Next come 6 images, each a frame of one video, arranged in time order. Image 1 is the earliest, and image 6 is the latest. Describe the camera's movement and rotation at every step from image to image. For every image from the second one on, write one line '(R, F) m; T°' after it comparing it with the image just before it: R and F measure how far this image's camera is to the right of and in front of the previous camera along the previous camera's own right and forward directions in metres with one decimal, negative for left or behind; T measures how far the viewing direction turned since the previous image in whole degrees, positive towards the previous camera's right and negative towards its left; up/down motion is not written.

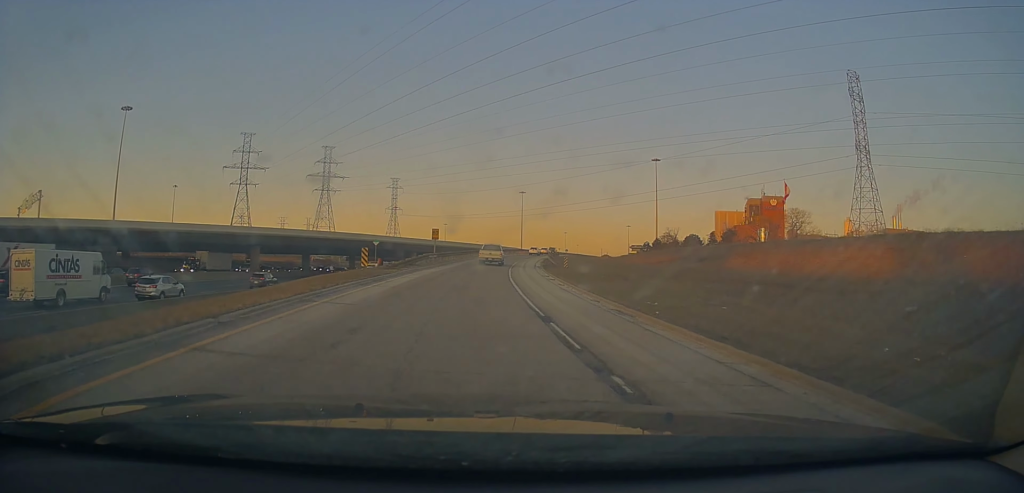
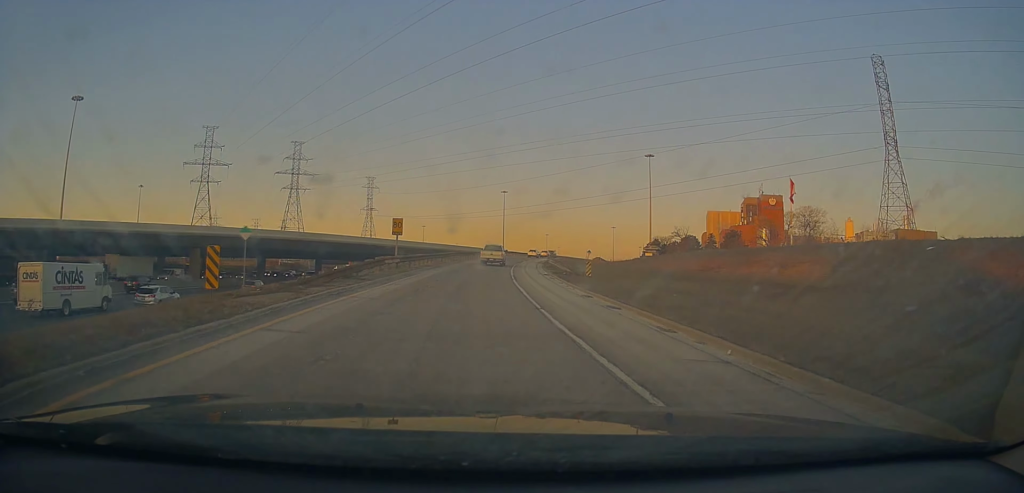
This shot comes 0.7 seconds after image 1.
(+0.6, +16.5) m; +3°
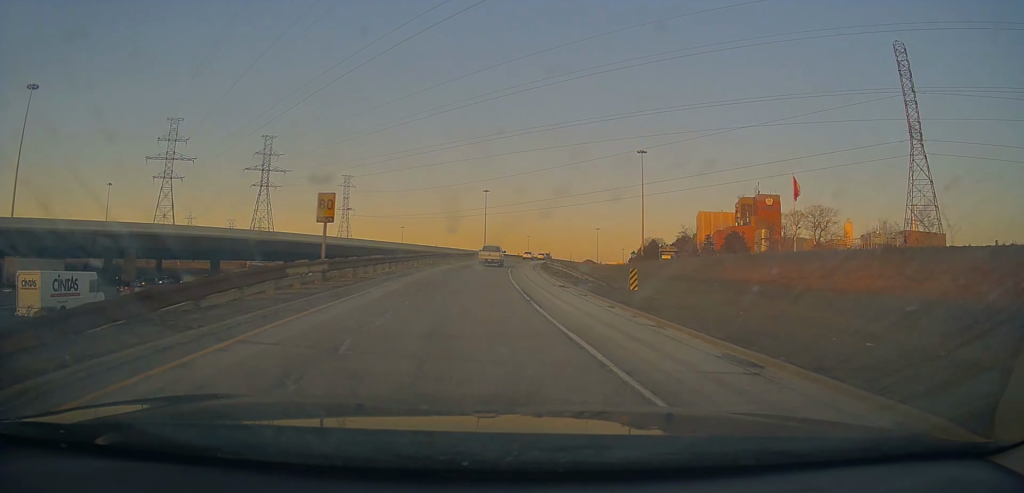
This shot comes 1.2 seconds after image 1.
(+0.2, +13.1) m; +1°
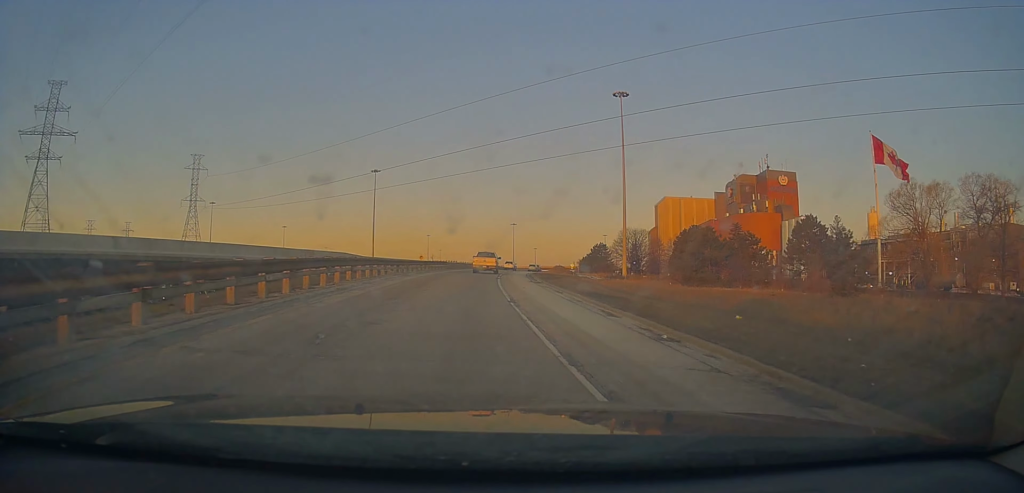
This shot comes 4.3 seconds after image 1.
(+6.1, +76.4) m; +10°
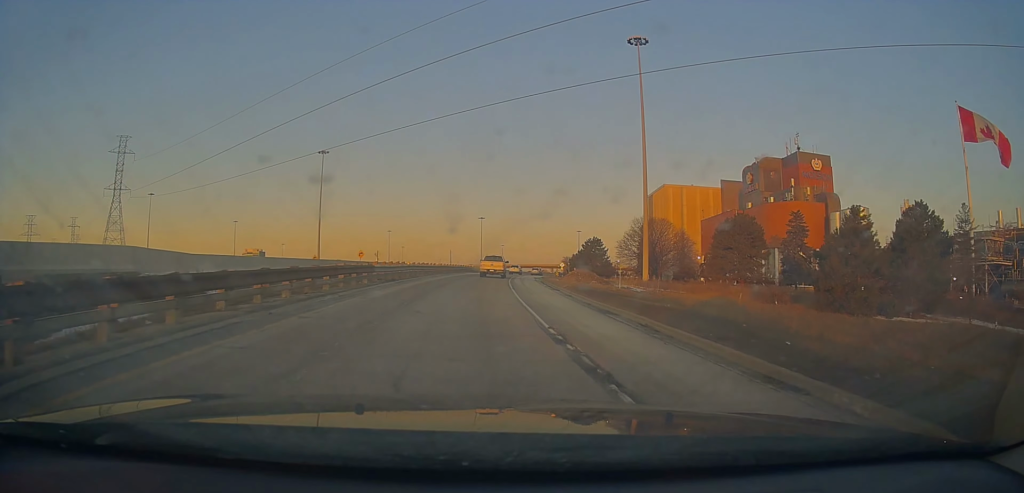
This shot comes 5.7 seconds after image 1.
(+1.0, +33.5) m; +4°
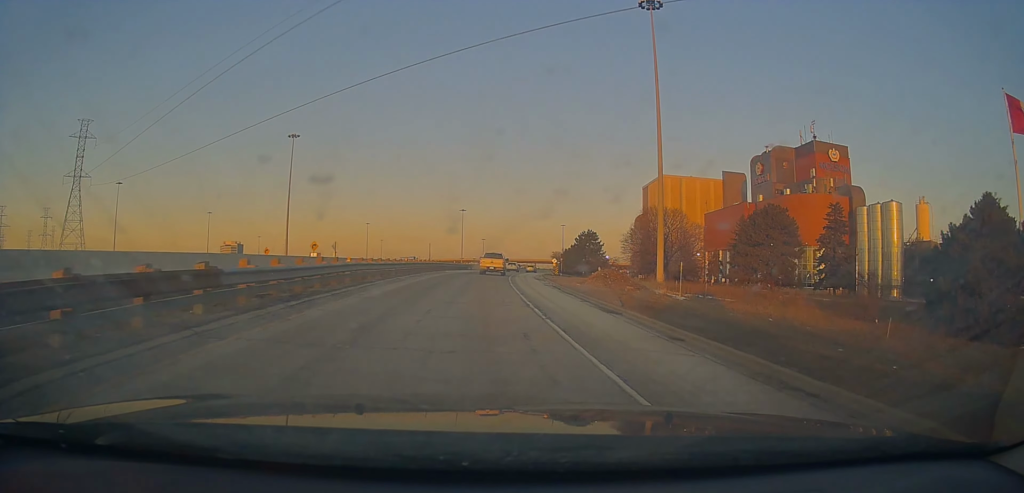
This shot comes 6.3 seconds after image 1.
(+0.3, +14.2) m; +3°
